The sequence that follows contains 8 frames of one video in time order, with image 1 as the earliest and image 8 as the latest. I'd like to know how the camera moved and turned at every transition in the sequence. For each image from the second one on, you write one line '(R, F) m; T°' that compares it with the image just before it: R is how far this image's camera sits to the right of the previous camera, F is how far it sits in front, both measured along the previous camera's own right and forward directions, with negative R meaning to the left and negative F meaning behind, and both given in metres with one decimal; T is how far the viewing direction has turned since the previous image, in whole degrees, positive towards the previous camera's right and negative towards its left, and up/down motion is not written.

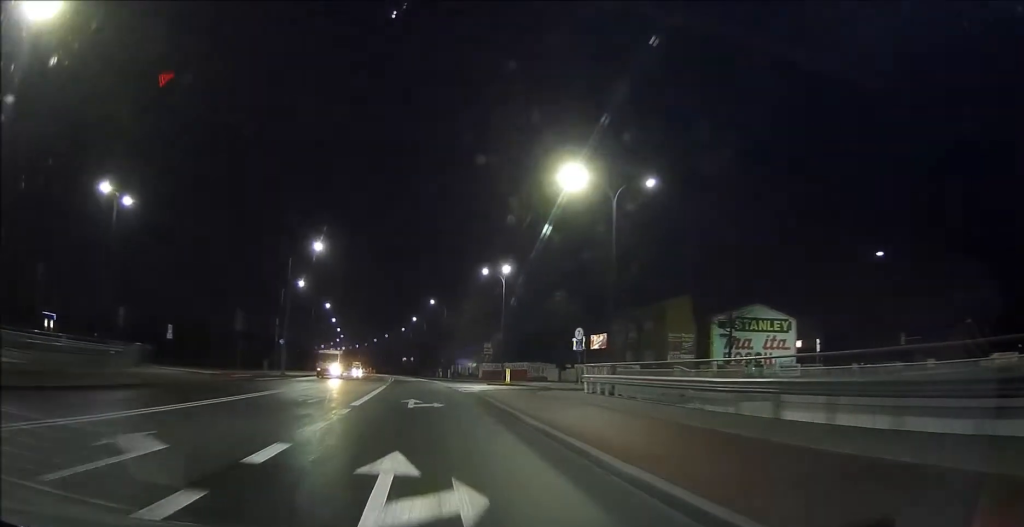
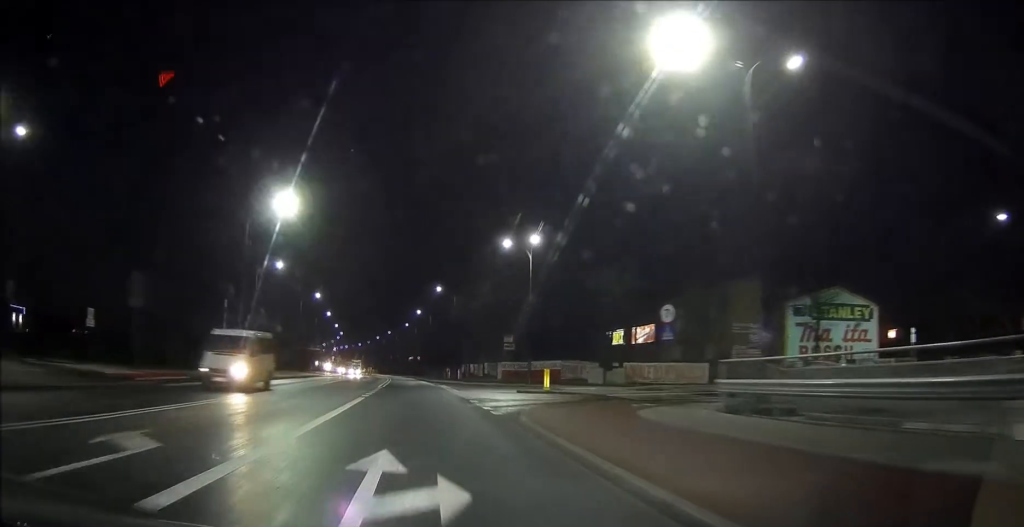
(-0.1, +14.7) m; -1°
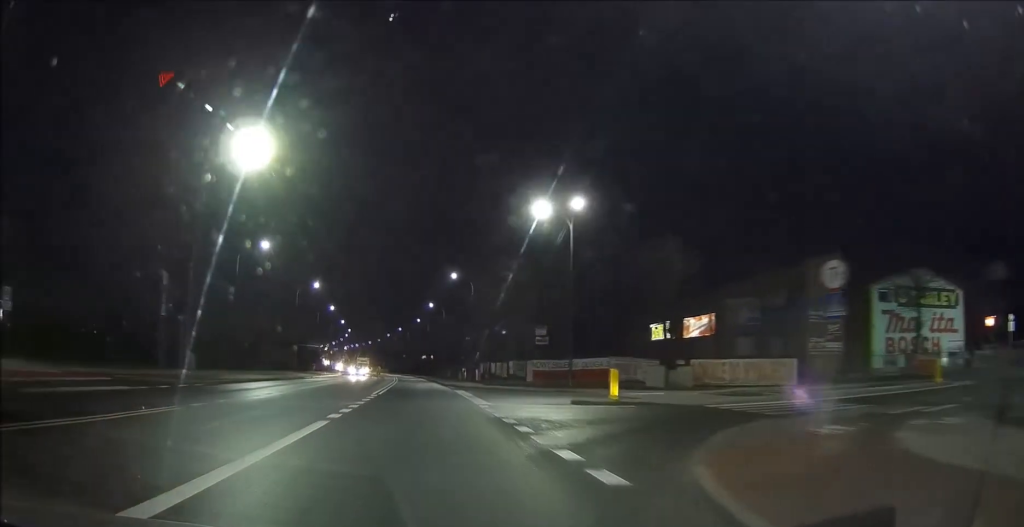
(0.0, +10.8) m; -1°
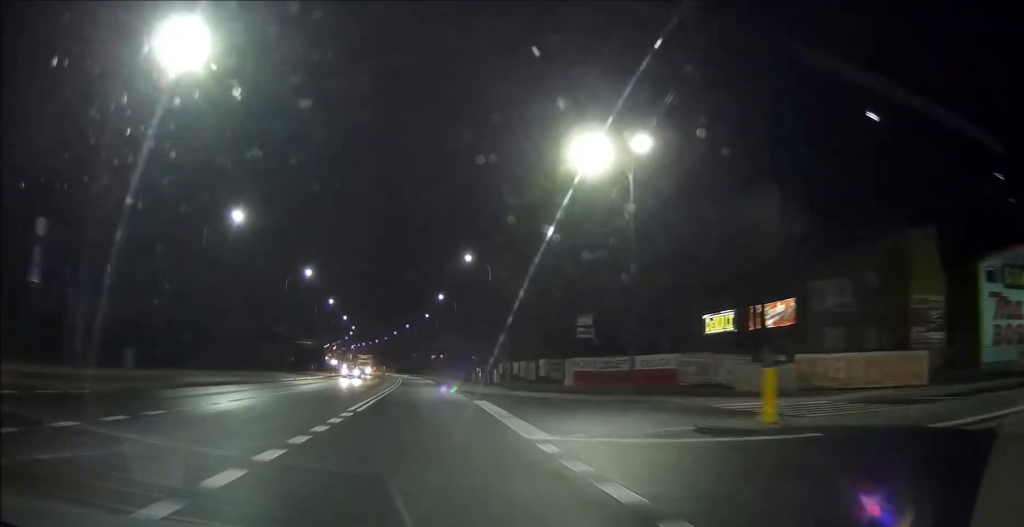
(-0.1, +10.3) m; -1°
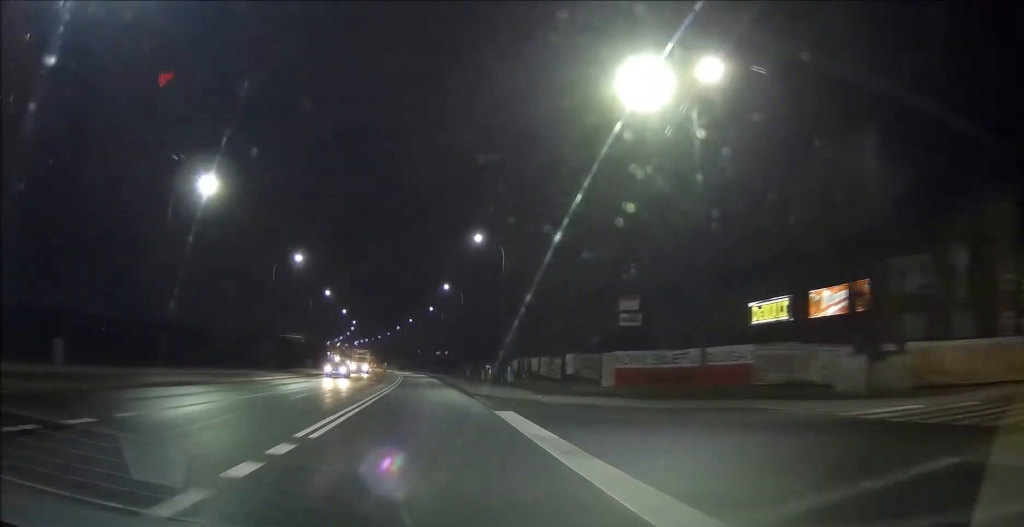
(0.0, +7.4) m; -1°
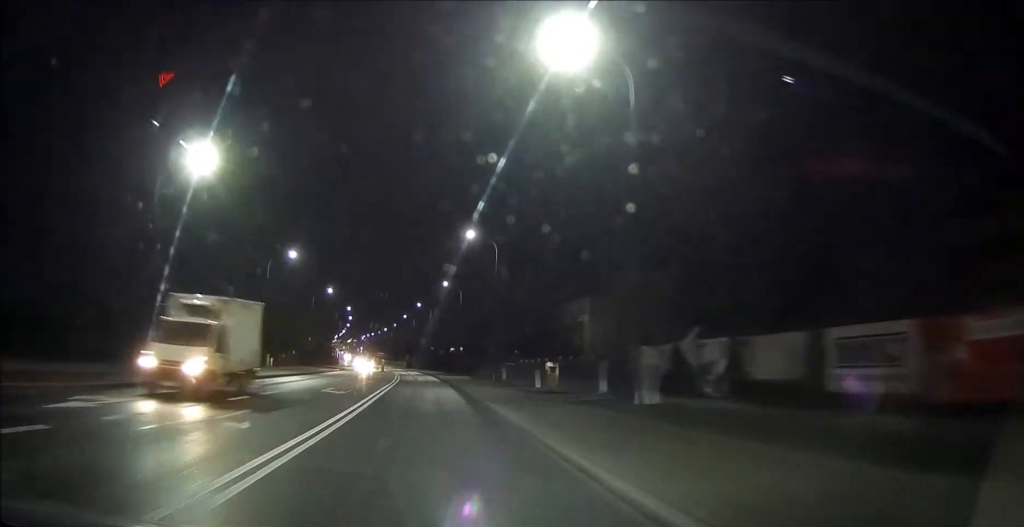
(-0.3, +30.4) m; 0°
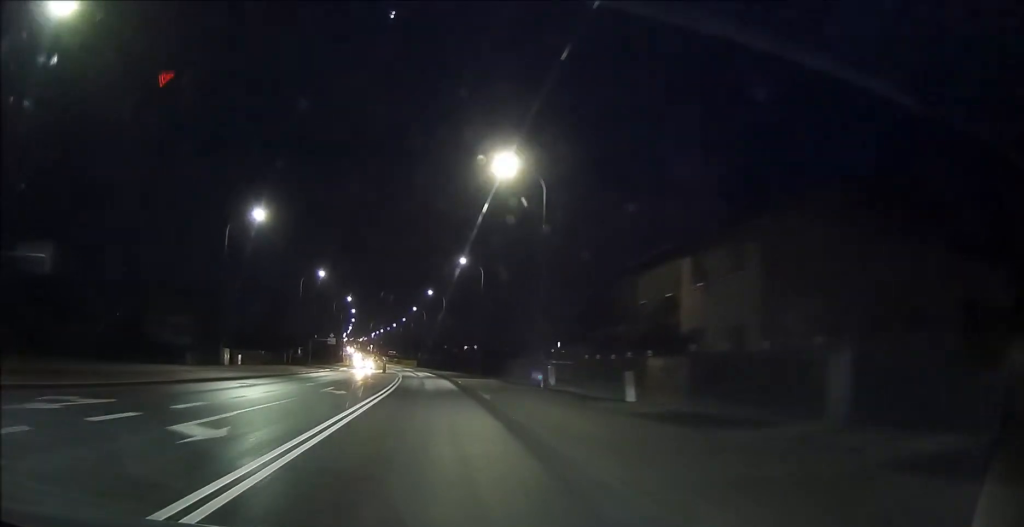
(0.0, +16.7) m; 0°
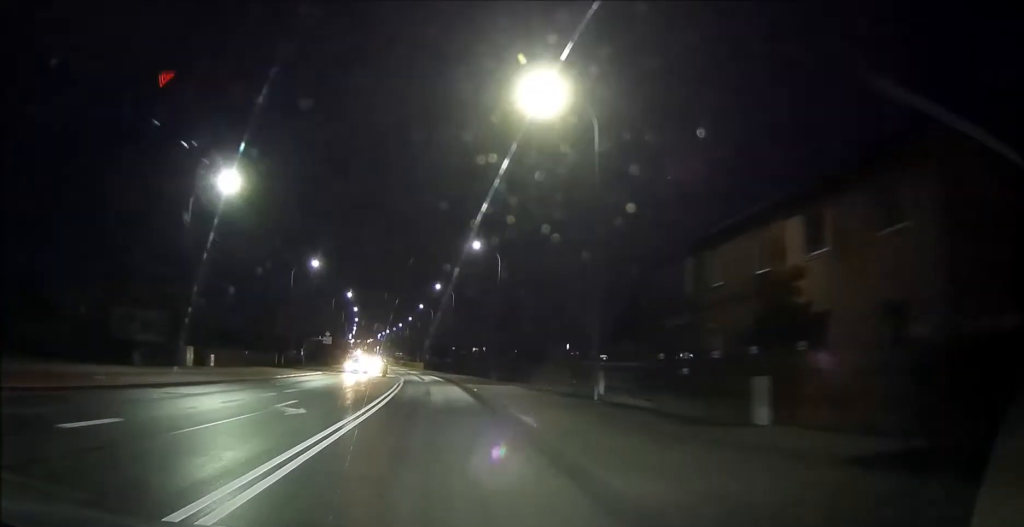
(+0.1, +9.1) m; -1°
